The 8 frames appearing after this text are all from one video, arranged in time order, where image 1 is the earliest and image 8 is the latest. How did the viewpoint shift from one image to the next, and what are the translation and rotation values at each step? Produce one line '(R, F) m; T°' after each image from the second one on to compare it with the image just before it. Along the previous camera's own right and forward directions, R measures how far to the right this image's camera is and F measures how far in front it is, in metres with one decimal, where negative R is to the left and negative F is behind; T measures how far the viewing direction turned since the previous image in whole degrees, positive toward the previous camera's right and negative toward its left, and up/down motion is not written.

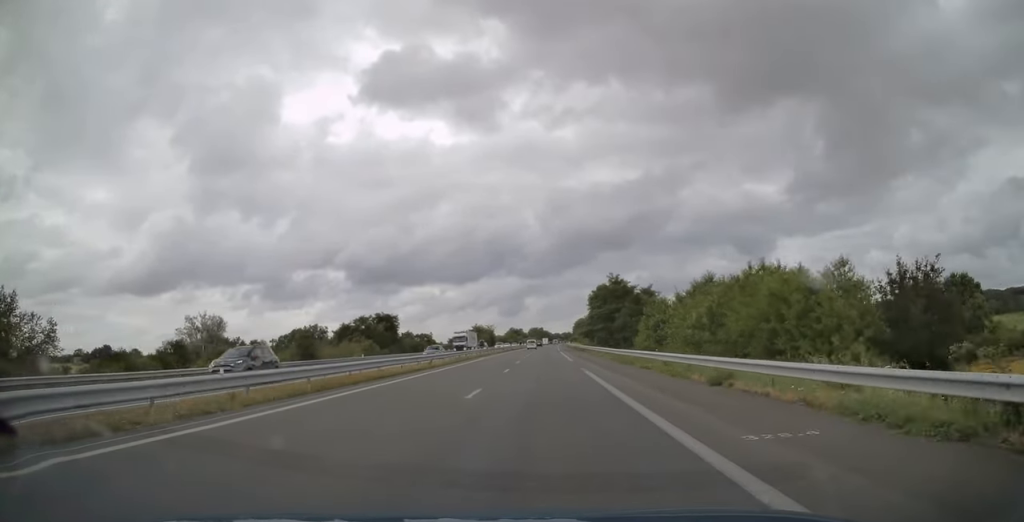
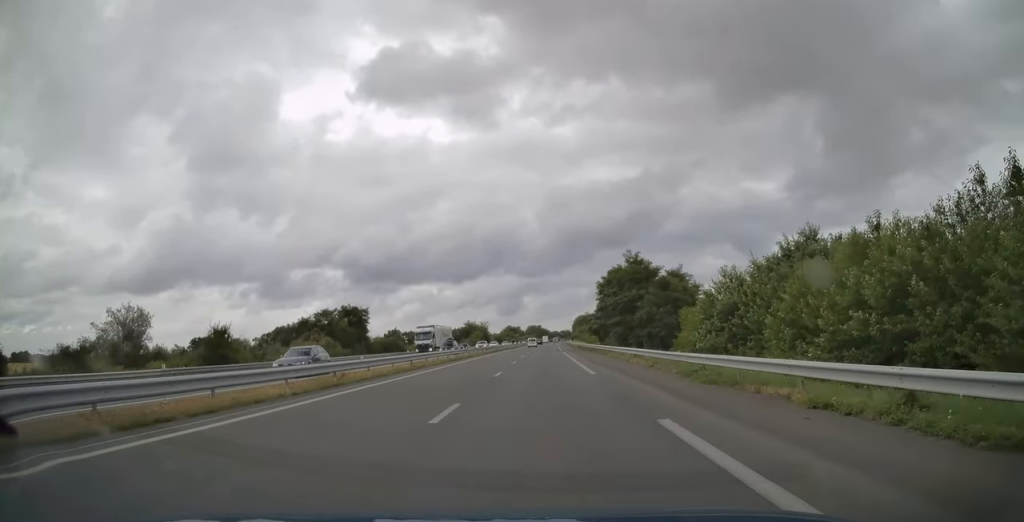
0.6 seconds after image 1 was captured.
(0.0, +17.7) m; 0°
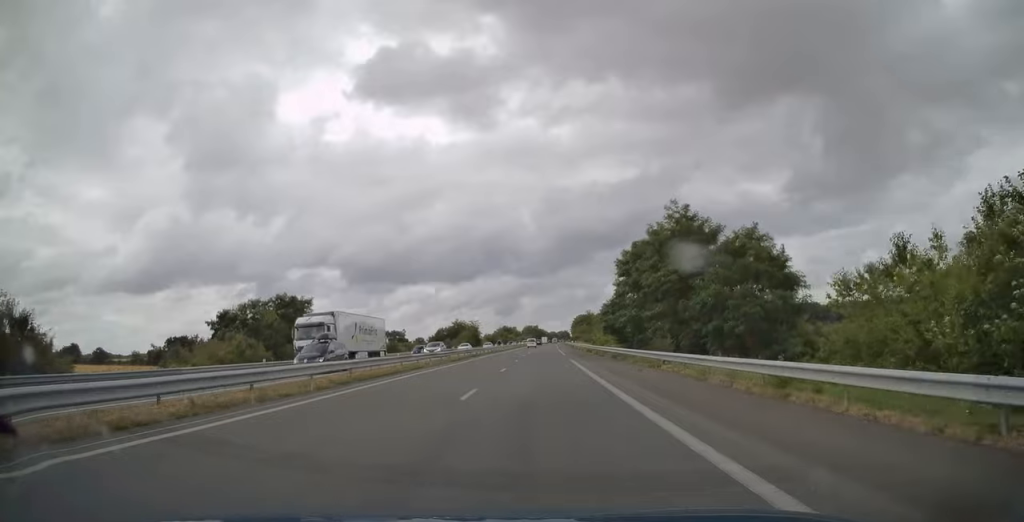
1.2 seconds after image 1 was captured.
(0.0, +22.0) m; 0°
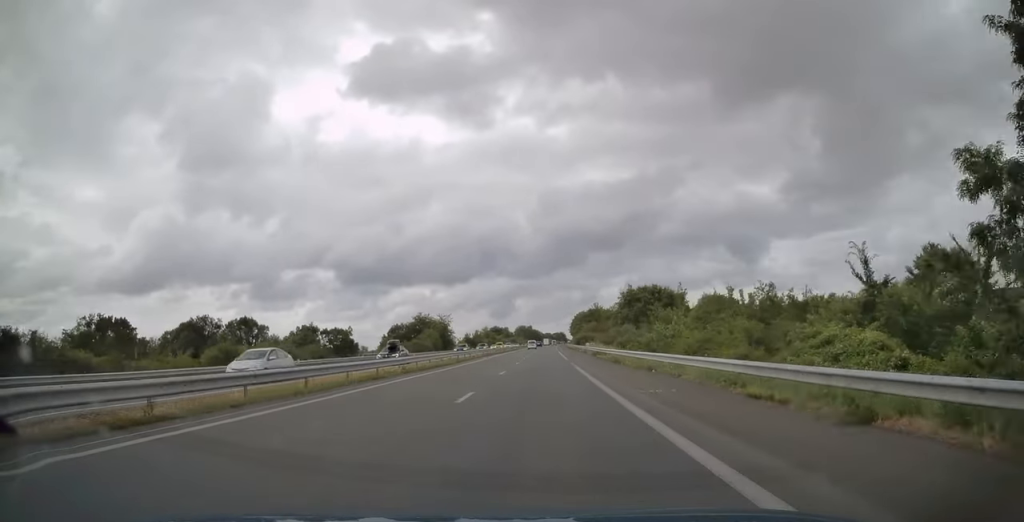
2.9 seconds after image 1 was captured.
(+0.1, +51.9) m; +1°
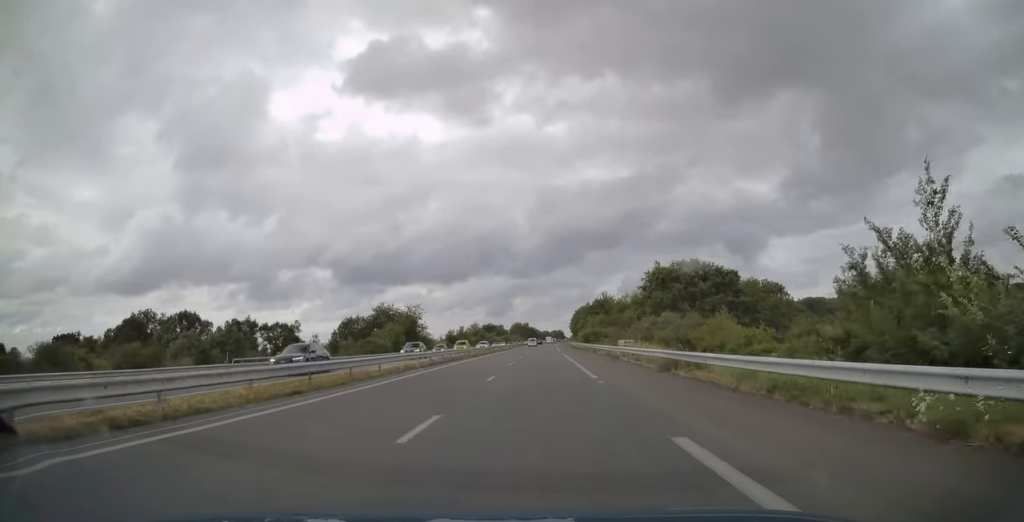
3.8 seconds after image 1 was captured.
(+0.3, +31.6) m; 0°
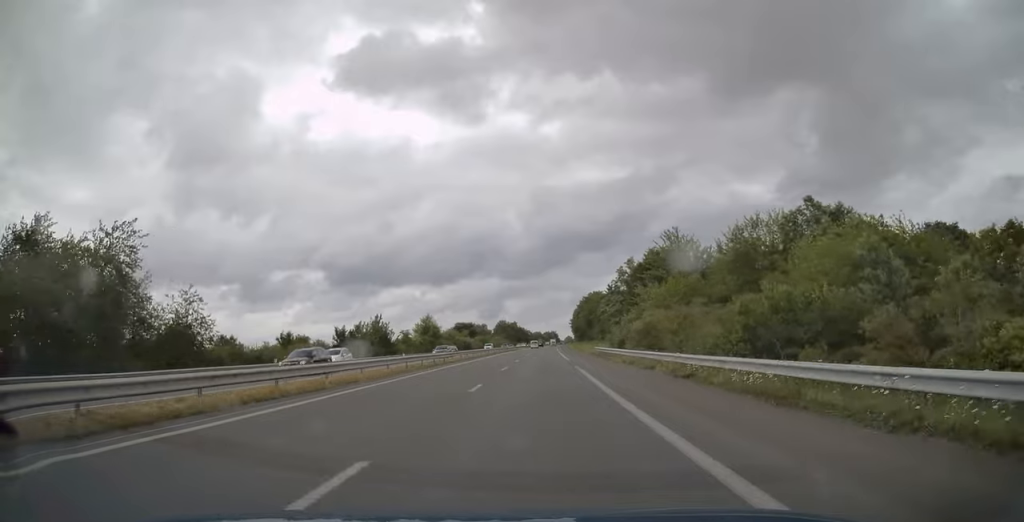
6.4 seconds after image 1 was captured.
(+0.5, +81.9) m; +1°
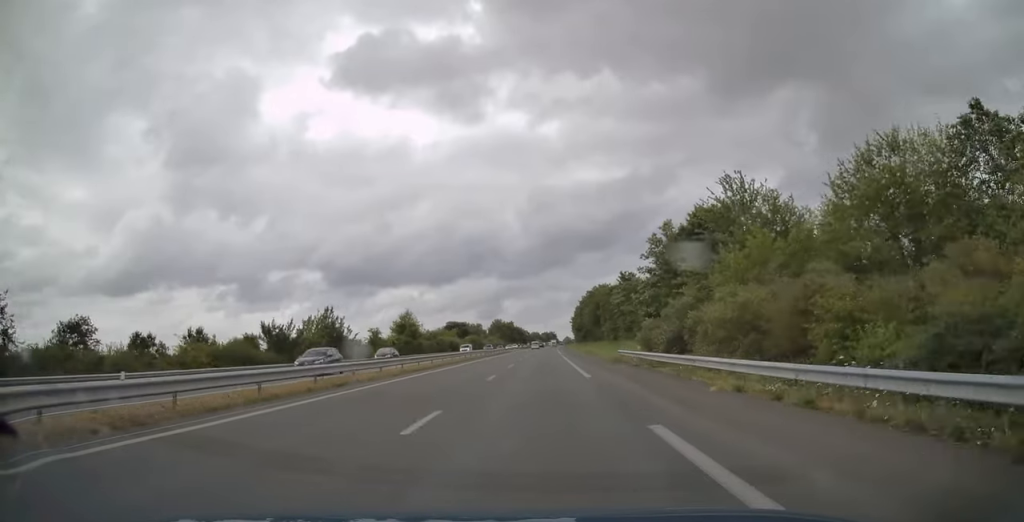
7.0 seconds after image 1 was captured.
(+0.1, +20.9) m; 0°
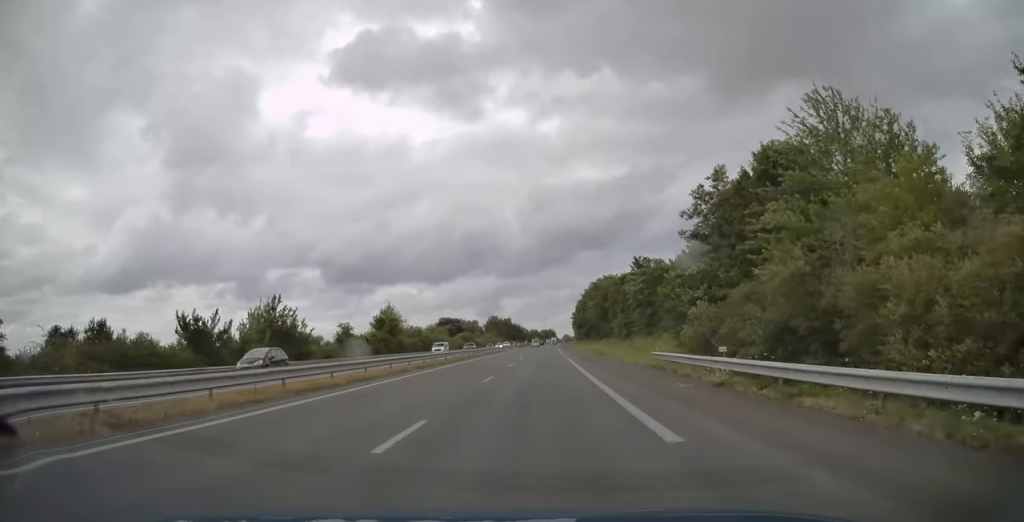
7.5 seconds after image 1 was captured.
(-0.2, +14.5) m; 0°
